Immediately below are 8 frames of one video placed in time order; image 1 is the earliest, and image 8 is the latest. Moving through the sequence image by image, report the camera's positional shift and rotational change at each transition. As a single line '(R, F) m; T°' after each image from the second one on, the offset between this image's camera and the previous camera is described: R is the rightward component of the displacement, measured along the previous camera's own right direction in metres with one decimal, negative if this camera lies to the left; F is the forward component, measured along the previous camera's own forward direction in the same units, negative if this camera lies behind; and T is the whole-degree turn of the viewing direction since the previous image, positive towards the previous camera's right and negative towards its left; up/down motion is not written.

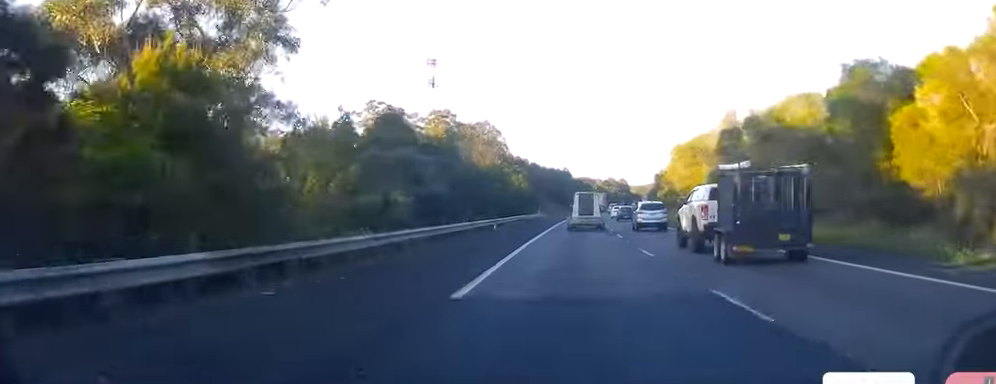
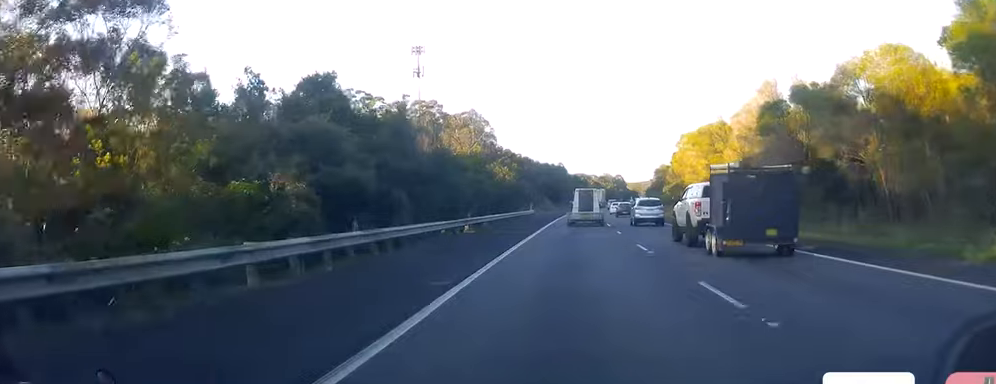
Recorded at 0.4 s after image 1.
(0.0, +11.0) m; 0°
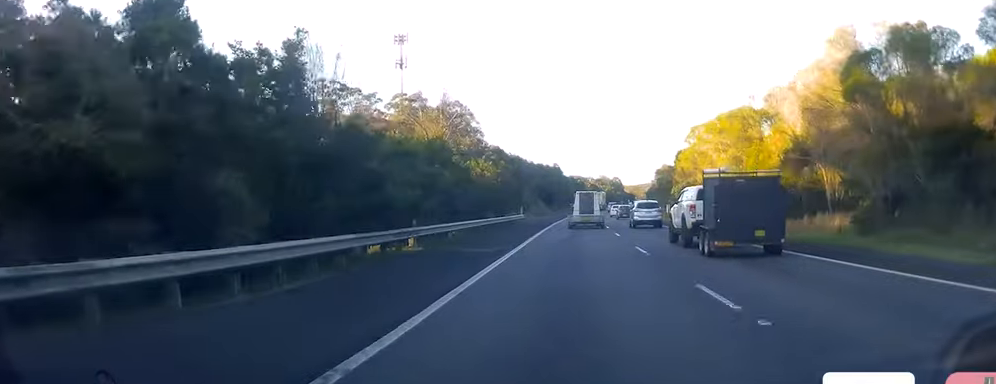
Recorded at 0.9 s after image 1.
(-0.1, +11.9) m; 0°
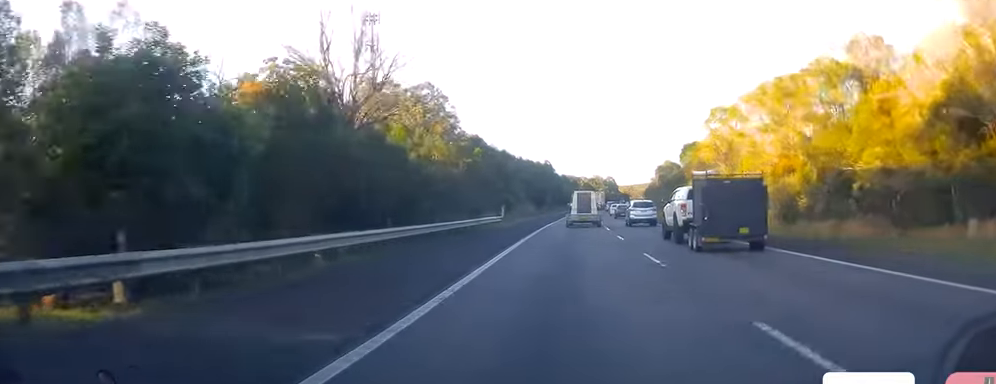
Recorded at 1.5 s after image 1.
(+0.2, +16.2) m; 0°
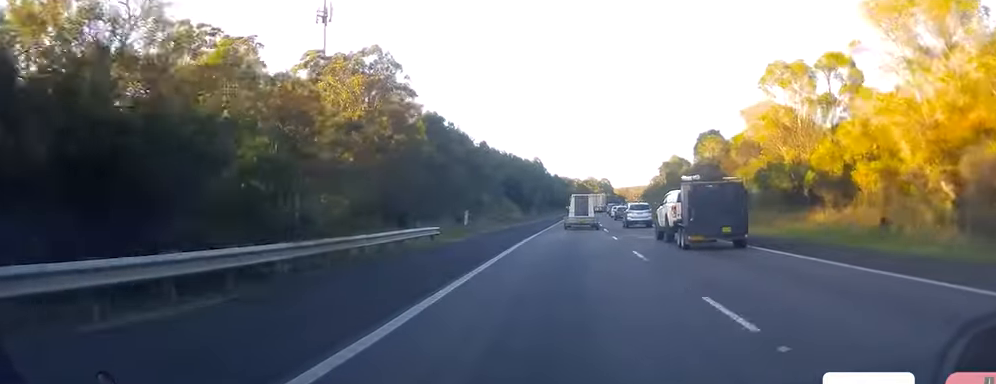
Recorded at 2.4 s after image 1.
(-0.1, +21.3) m; 0°
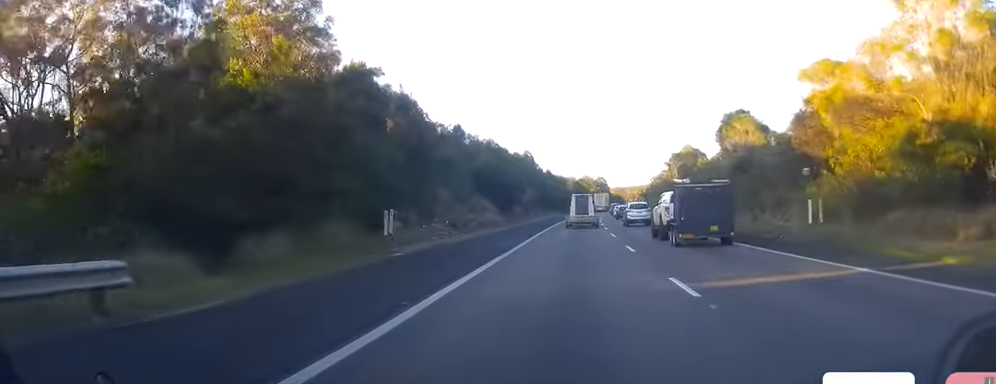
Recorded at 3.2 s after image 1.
(-0.3, +20.5) m; 0°
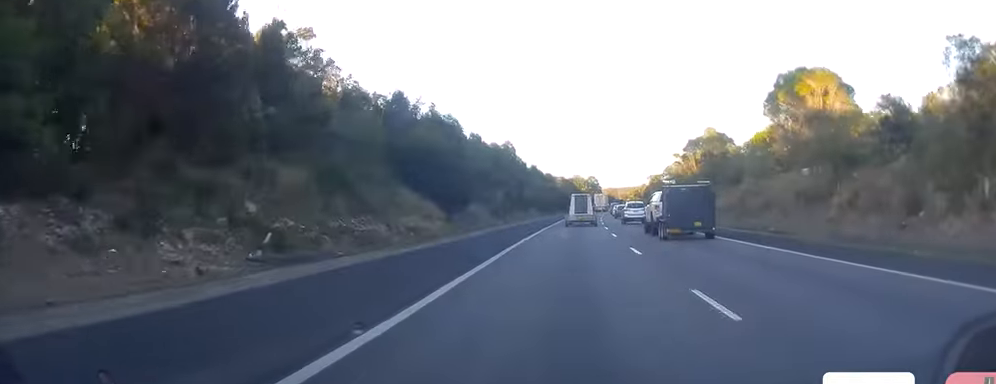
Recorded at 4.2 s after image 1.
(+0.7, +26.5) m; +2°
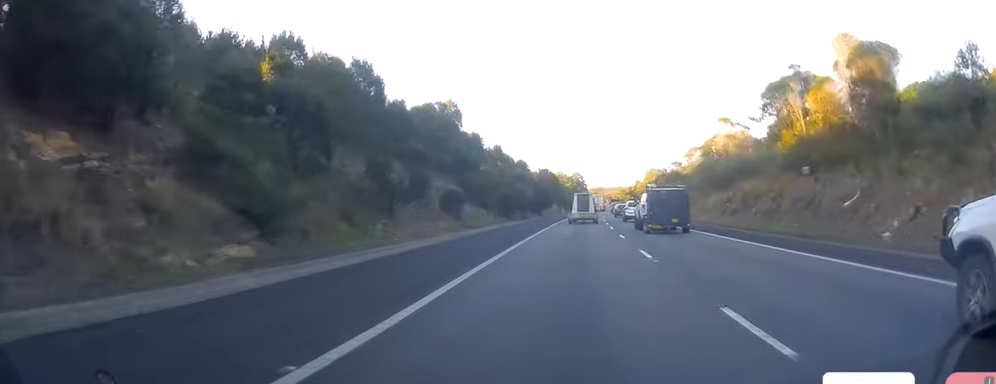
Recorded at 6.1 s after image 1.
(+0.5, +49.9) m; +1°
